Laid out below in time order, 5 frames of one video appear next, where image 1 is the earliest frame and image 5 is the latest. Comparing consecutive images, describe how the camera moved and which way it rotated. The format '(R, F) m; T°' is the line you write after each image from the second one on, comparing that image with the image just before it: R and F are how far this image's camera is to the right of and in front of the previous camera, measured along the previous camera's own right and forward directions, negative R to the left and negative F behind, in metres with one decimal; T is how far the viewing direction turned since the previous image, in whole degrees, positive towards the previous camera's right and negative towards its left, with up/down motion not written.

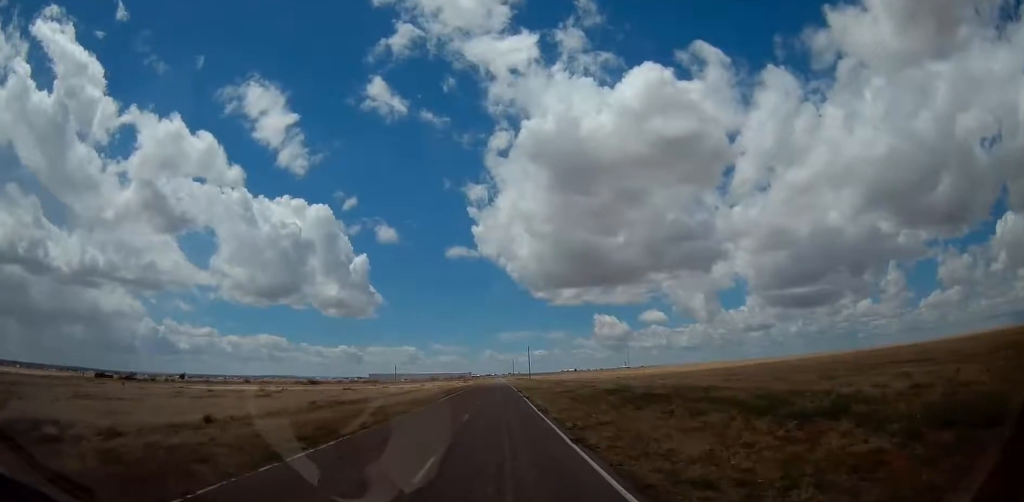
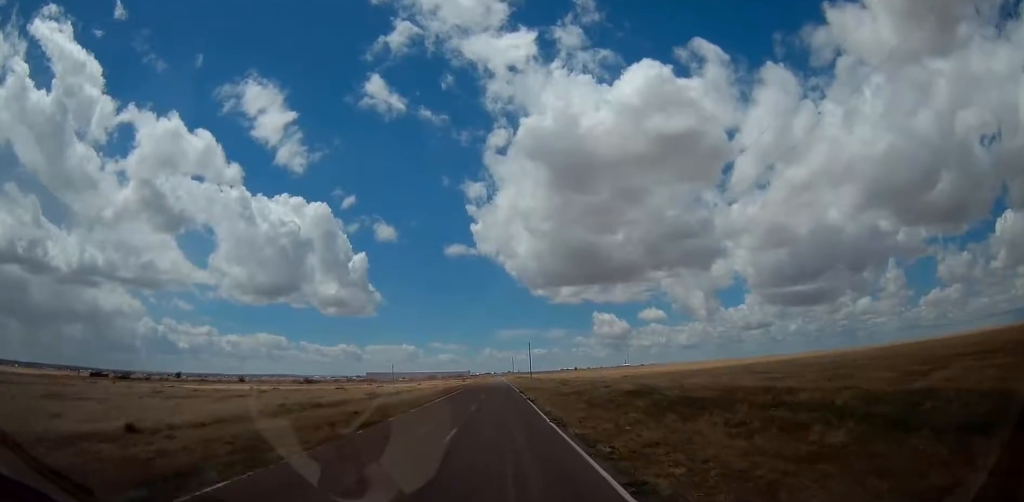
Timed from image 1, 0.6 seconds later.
(0.0, +6.4) m; 0°
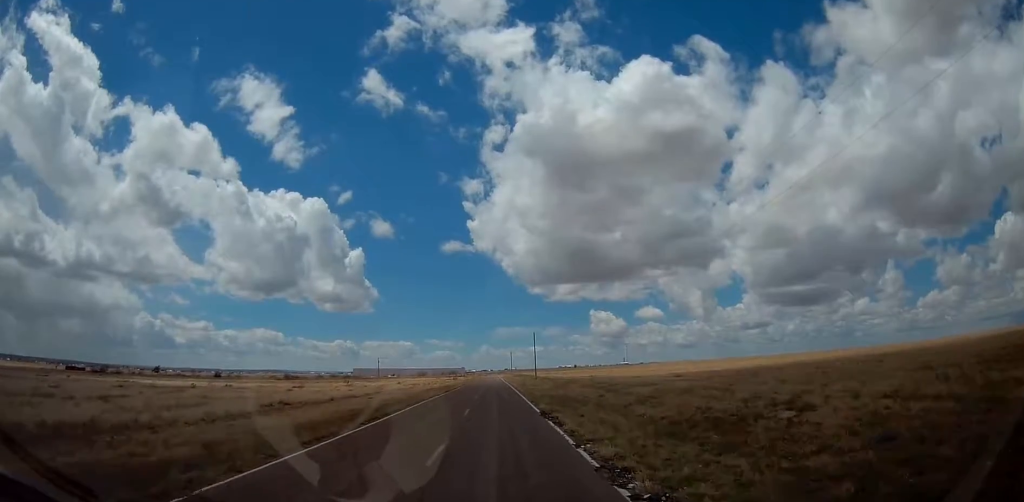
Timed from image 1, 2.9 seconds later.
(+0.5, +28.7) m; +1°
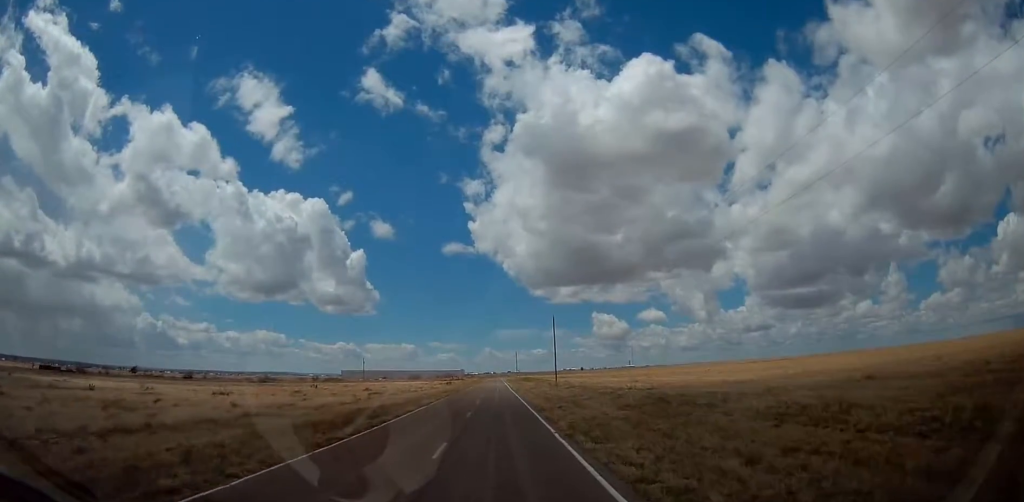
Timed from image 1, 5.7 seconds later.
(-0.6, +35.2) m; -1°
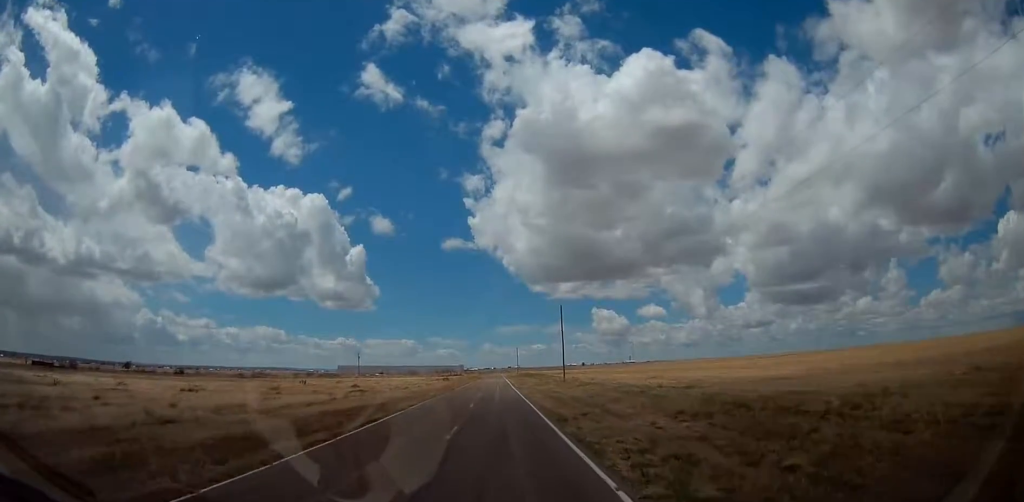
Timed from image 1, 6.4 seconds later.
(0.0, +9.1) m; 0°
